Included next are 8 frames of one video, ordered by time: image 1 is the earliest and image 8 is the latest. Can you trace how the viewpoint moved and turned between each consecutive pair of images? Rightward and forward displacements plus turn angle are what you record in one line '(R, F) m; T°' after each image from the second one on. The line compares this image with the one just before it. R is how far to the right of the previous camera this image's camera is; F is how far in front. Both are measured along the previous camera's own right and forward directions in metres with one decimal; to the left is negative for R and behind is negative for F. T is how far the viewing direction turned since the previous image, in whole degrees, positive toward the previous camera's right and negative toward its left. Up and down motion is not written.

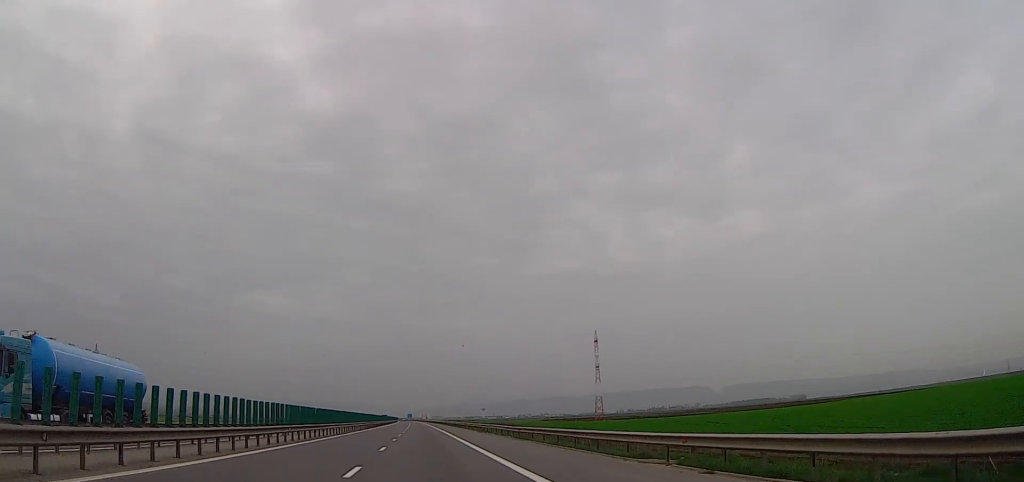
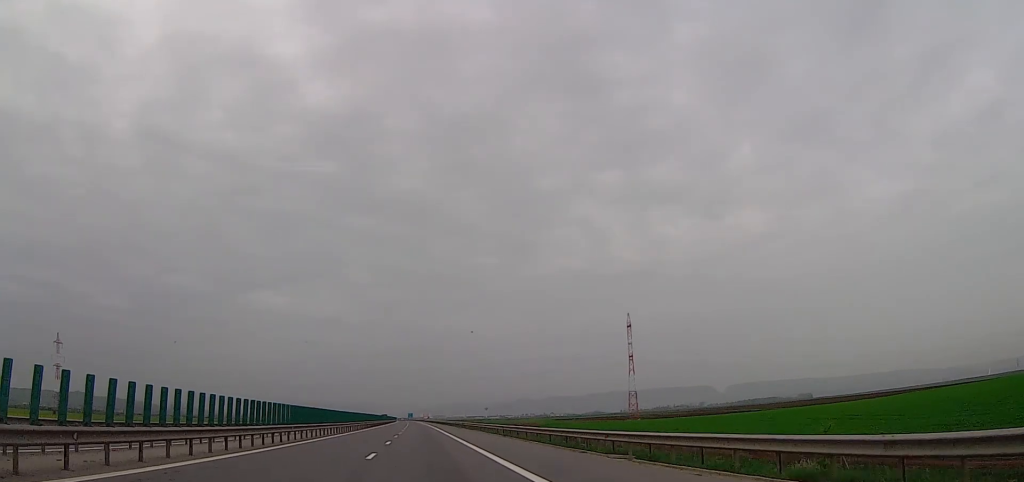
(+0.4, +40.1) m; +1°
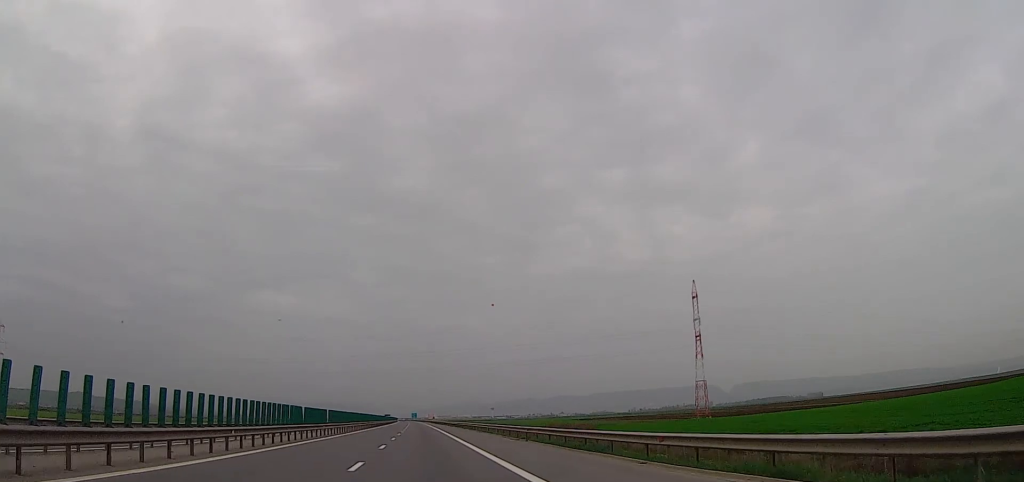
(+0.3, +54.6) m; -1°
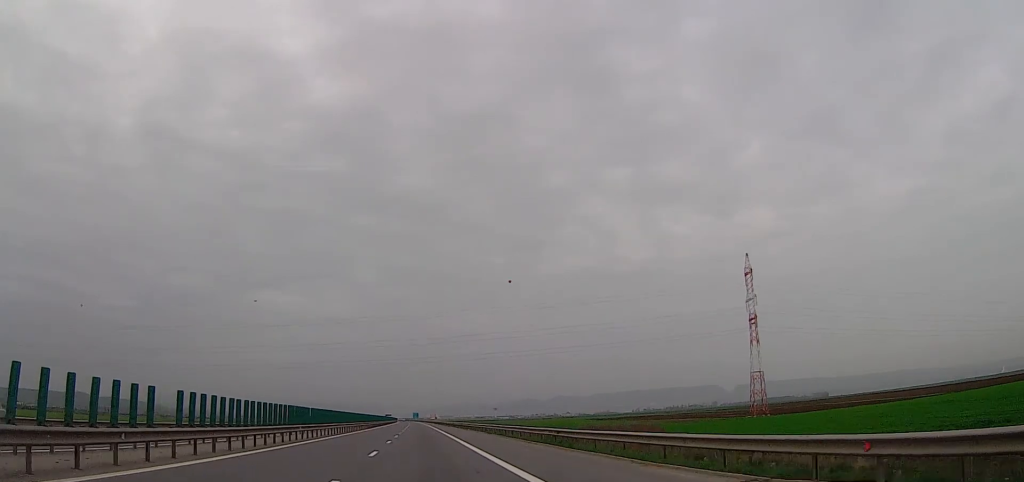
(-0.5, +29.0) m; -1°
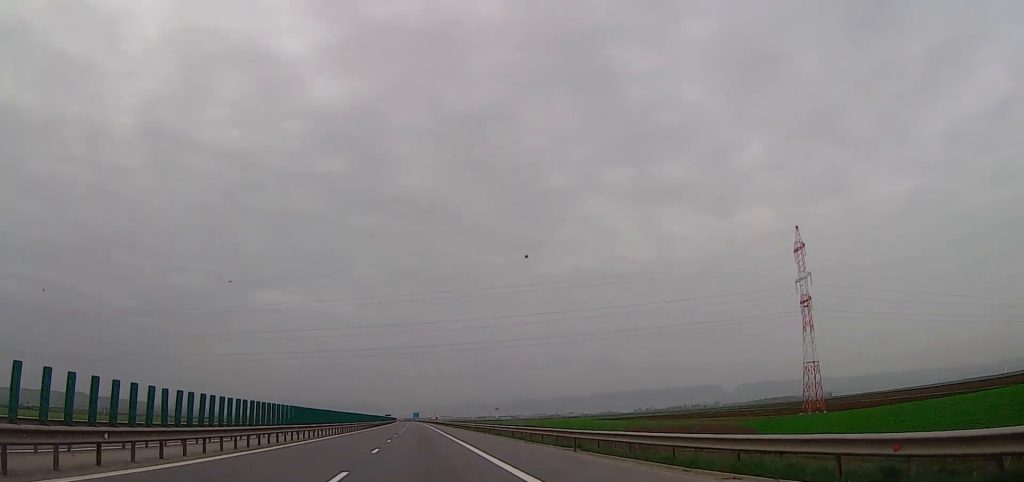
(-0.2, +20.9) m; -1°
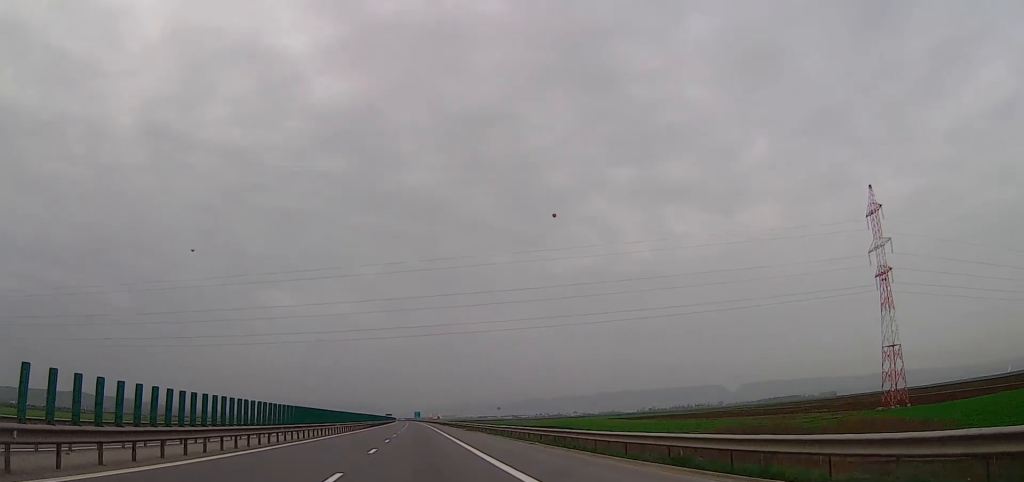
(-0.3, +23.9) m; 0°
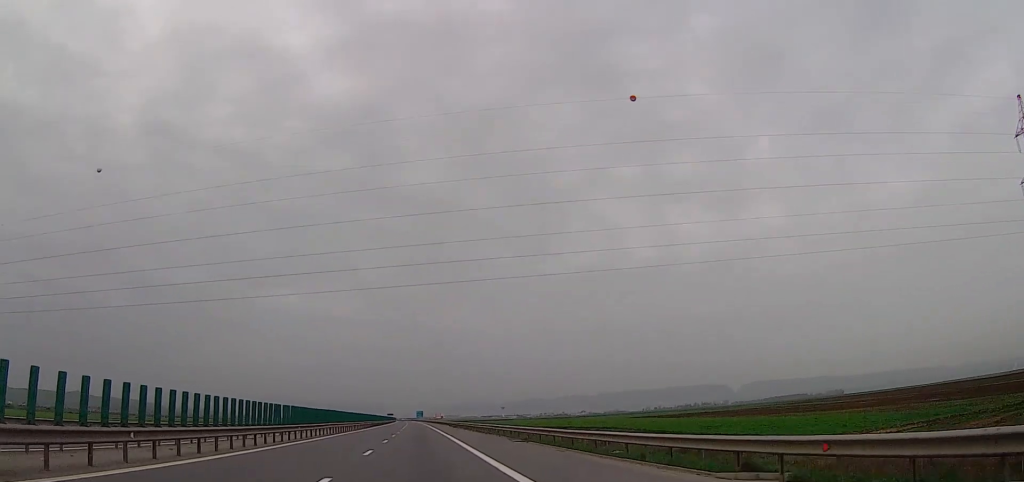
(+0.3, +39.3) m; +1°
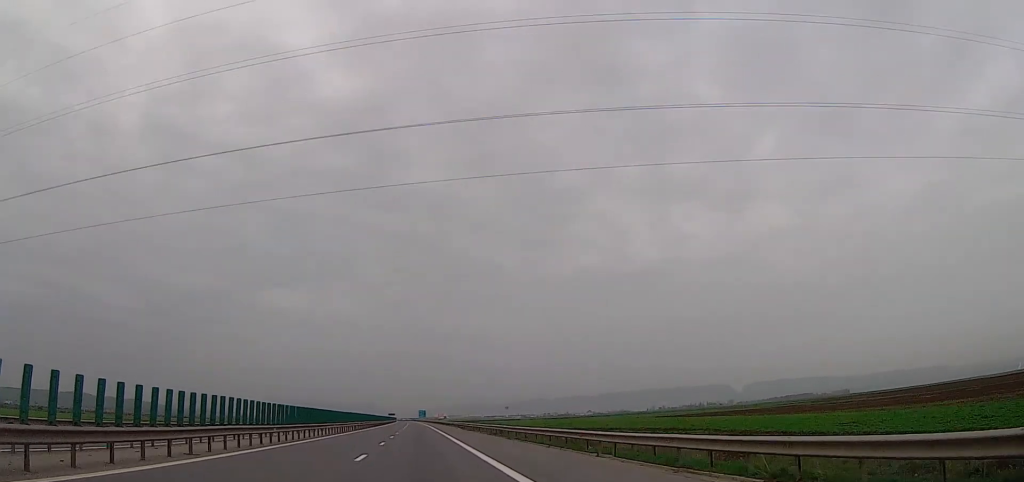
(+0.2, +27.8) m; +1°
